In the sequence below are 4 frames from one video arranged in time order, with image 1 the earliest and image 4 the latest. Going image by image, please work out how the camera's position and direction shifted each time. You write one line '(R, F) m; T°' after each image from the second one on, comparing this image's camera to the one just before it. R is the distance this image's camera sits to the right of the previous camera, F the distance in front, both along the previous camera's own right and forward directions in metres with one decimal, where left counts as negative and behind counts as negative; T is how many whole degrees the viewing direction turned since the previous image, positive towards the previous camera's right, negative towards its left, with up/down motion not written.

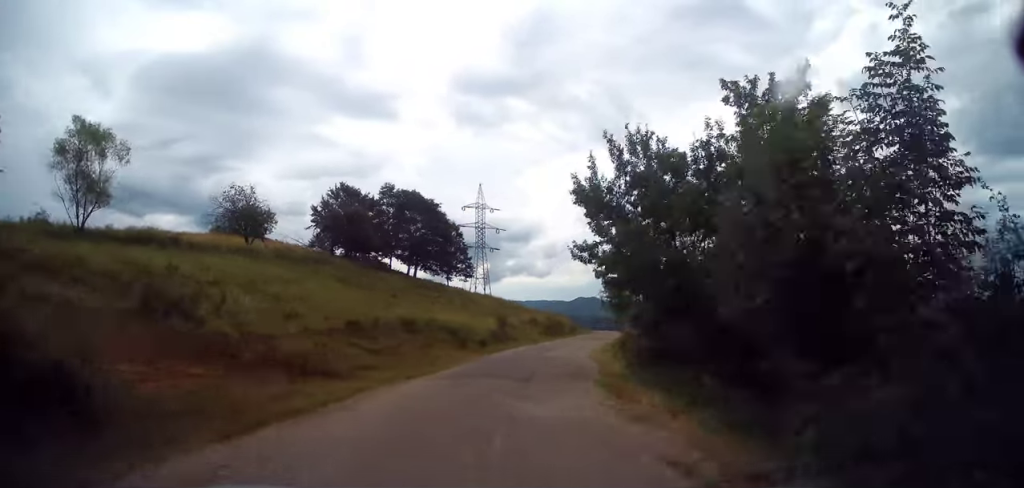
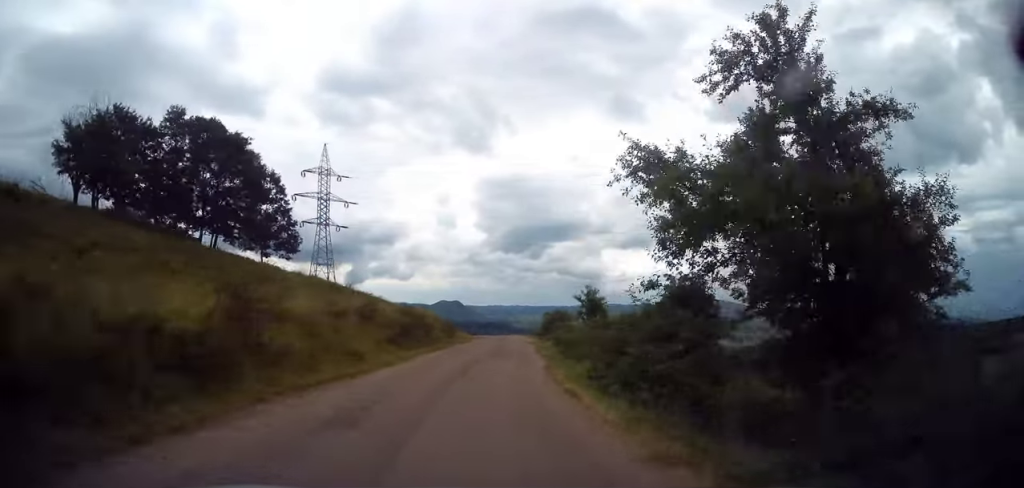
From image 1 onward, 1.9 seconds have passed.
(+5.0, +25.4) m; +15°
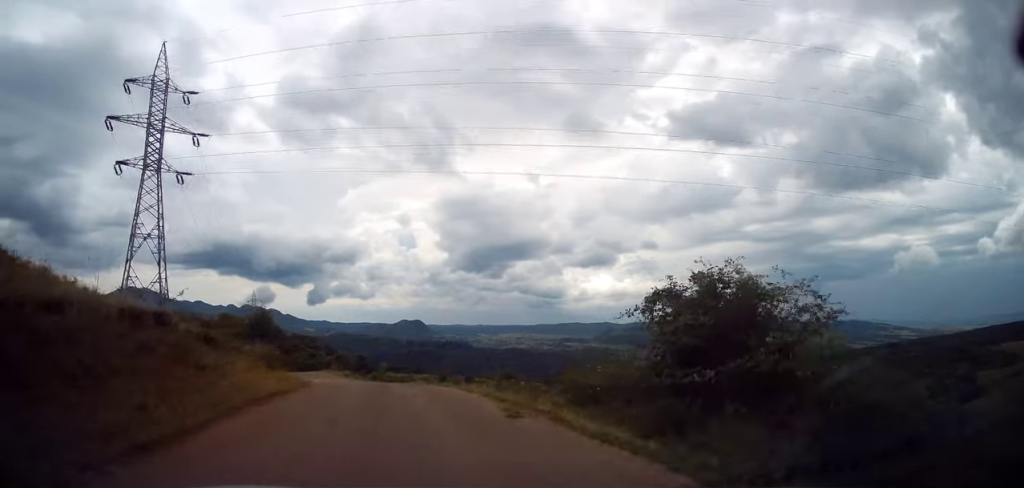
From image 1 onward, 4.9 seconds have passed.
(+3.1, +39.1) m; +2°
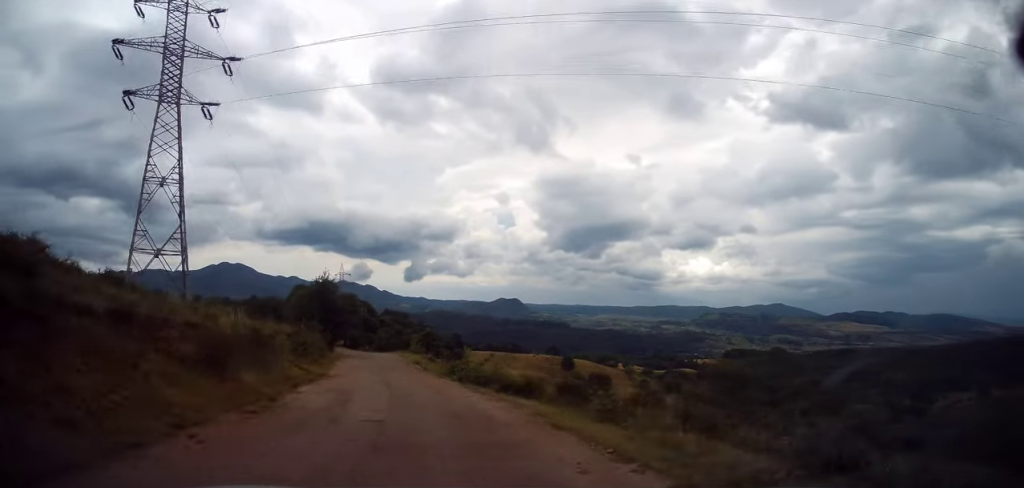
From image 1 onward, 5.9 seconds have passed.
(-0.8, +13.5) m; -9°
